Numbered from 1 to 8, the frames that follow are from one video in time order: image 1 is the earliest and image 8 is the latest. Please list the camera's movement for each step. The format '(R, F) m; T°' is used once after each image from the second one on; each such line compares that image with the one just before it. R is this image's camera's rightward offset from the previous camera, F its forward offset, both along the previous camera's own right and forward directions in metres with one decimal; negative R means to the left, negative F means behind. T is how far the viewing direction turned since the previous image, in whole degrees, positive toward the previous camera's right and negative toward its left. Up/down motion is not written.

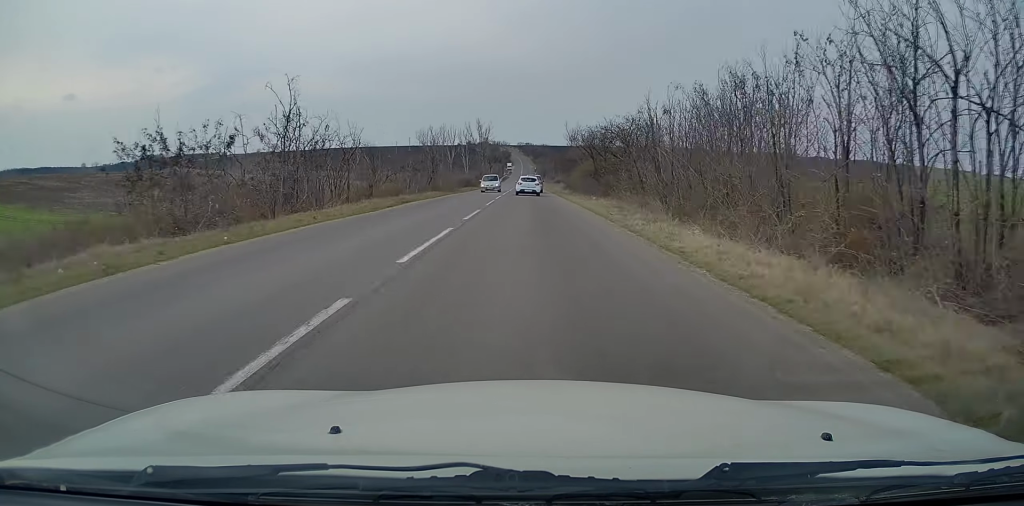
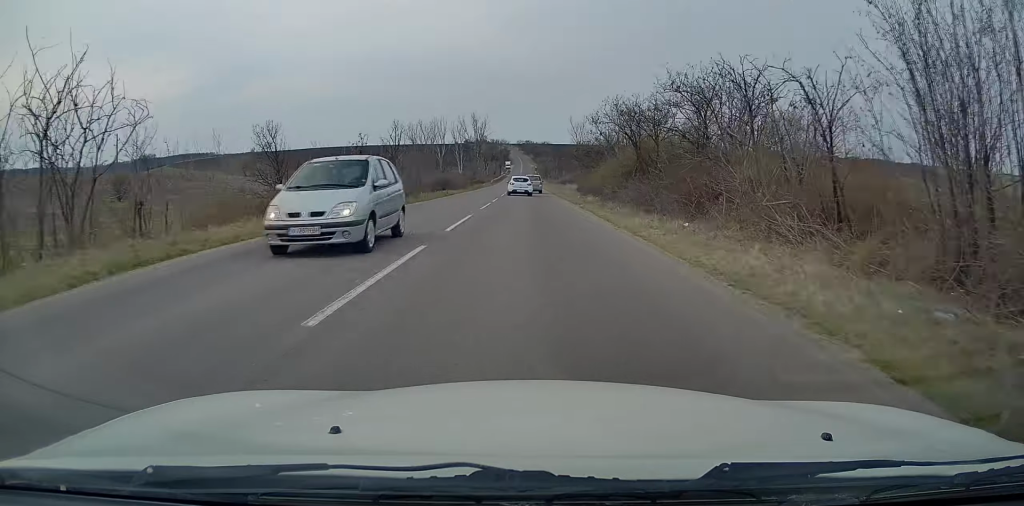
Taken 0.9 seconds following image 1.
(0.0, +23.0) m; 0°
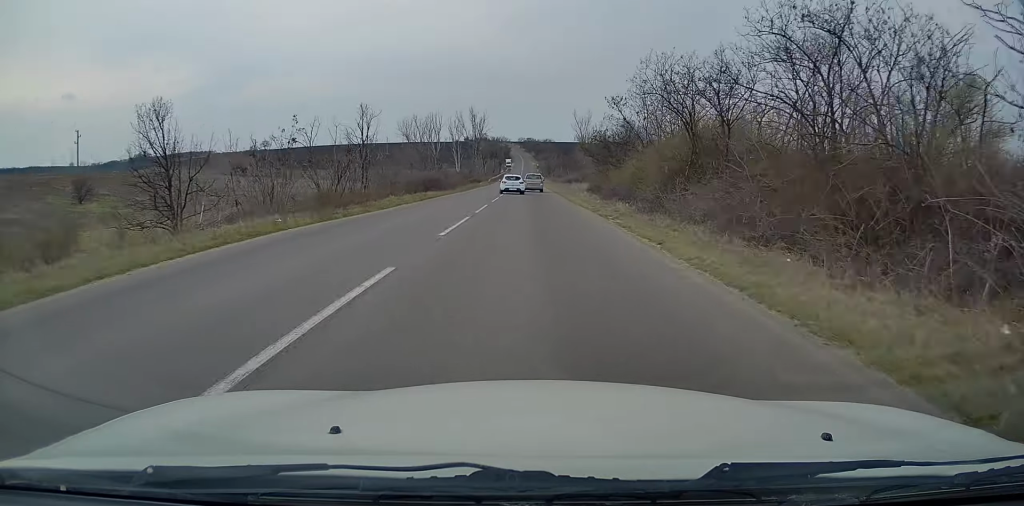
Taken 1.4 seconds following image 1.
(+0.1, +11.9) m; 0°
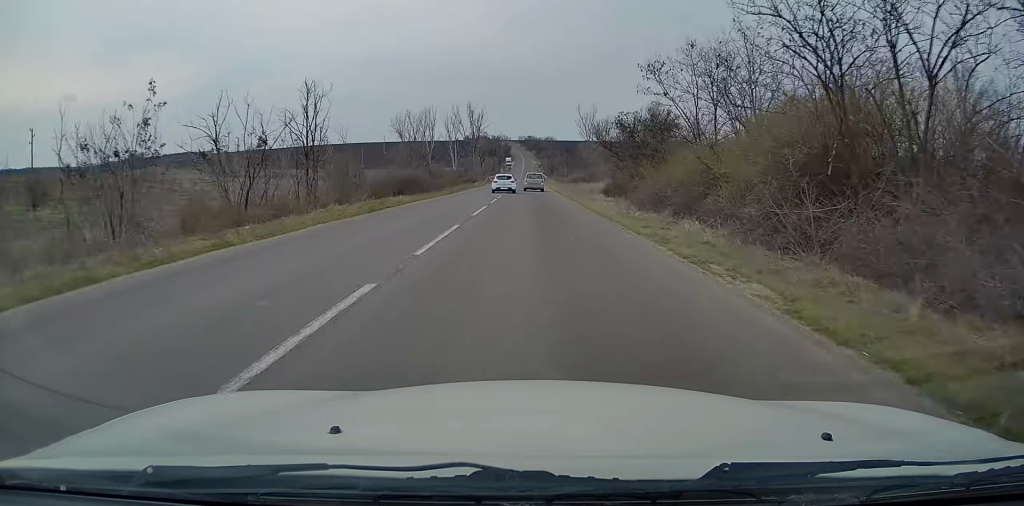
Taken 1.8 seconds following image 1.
(-0.1, +11.9) m; 0°
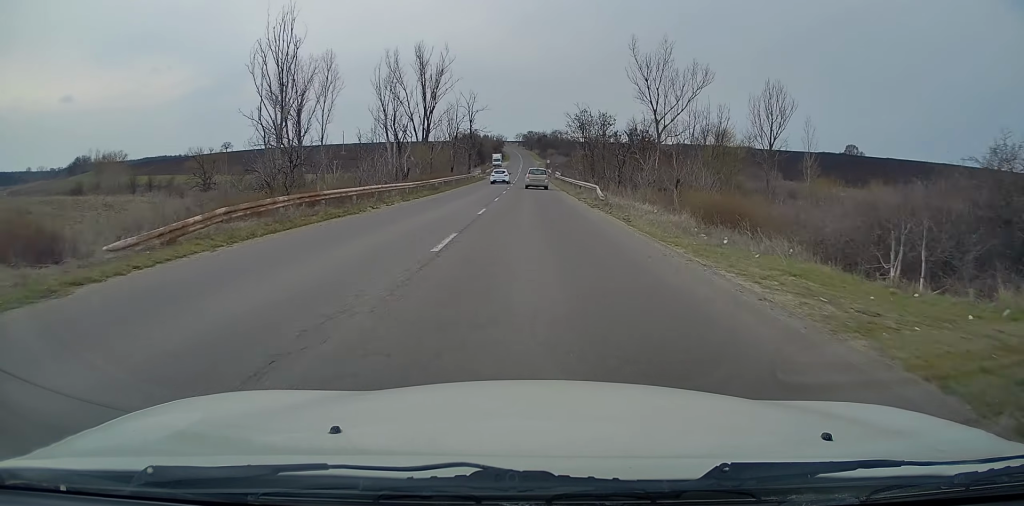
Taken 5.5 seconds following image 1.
(+0.1, +91.9) m; 0°
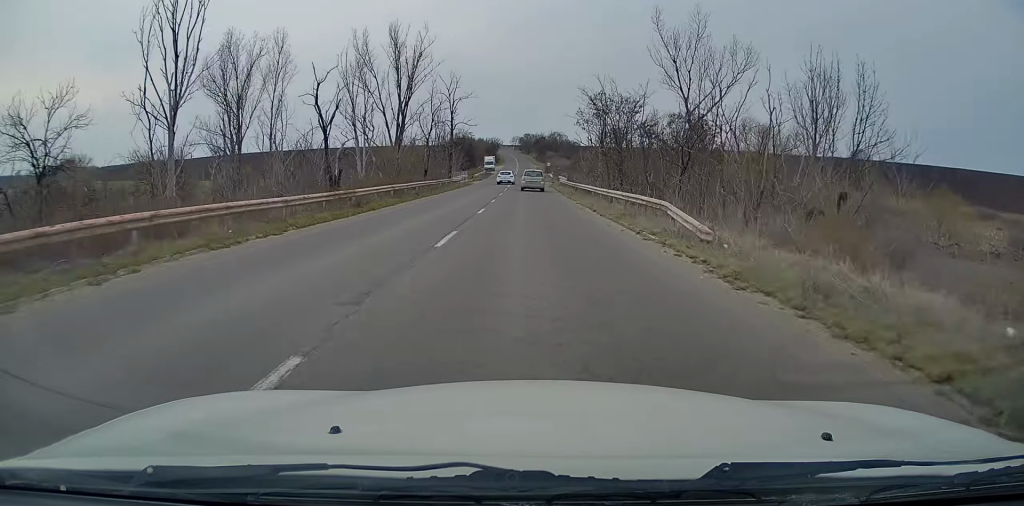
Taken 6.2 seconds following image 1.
(+0.1, +18.4) m; +1°
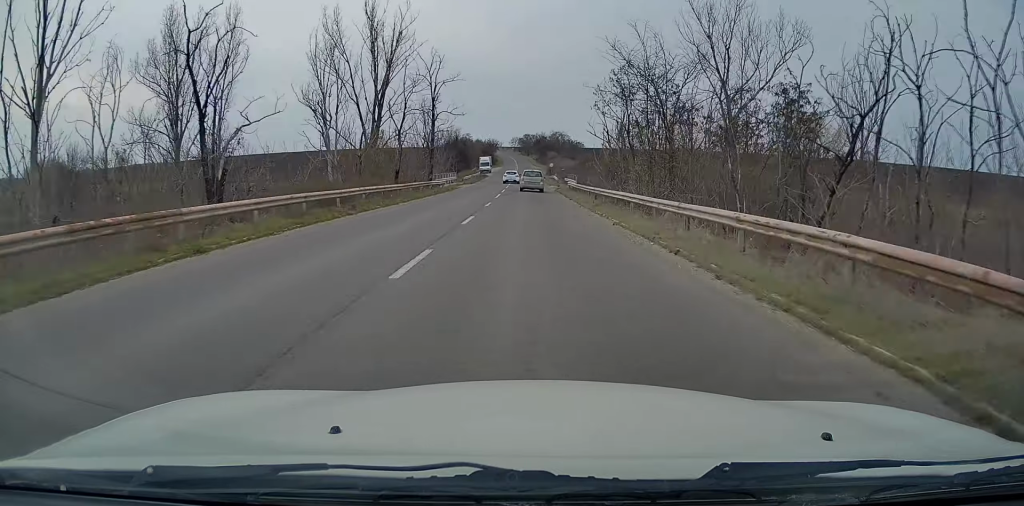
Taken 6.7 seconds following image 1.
(+0.1, +13.4) m; 0°
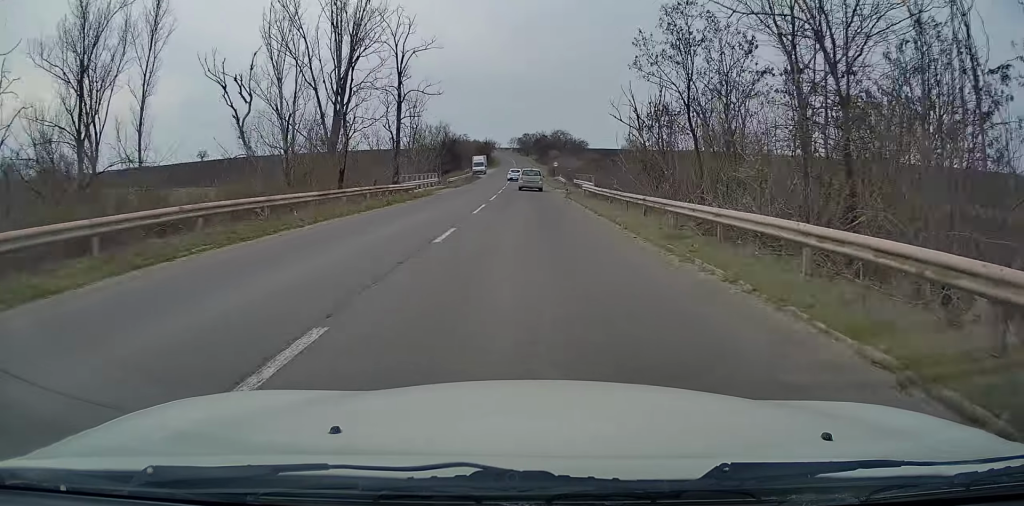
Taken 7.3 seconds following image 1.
(+0.2, +14.2) m; 0°
